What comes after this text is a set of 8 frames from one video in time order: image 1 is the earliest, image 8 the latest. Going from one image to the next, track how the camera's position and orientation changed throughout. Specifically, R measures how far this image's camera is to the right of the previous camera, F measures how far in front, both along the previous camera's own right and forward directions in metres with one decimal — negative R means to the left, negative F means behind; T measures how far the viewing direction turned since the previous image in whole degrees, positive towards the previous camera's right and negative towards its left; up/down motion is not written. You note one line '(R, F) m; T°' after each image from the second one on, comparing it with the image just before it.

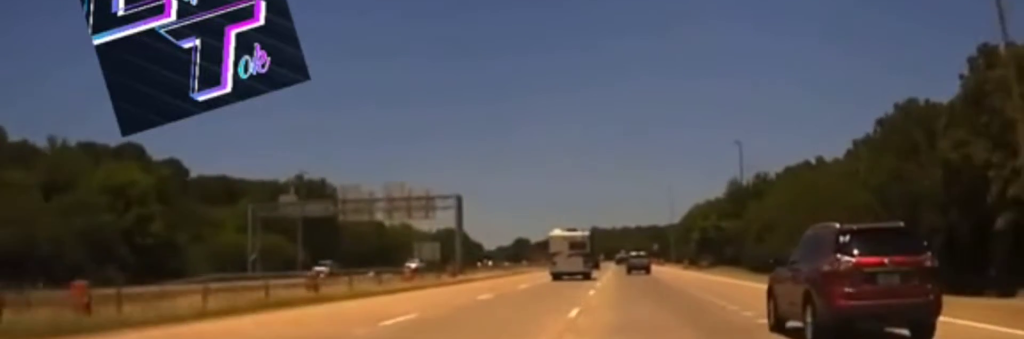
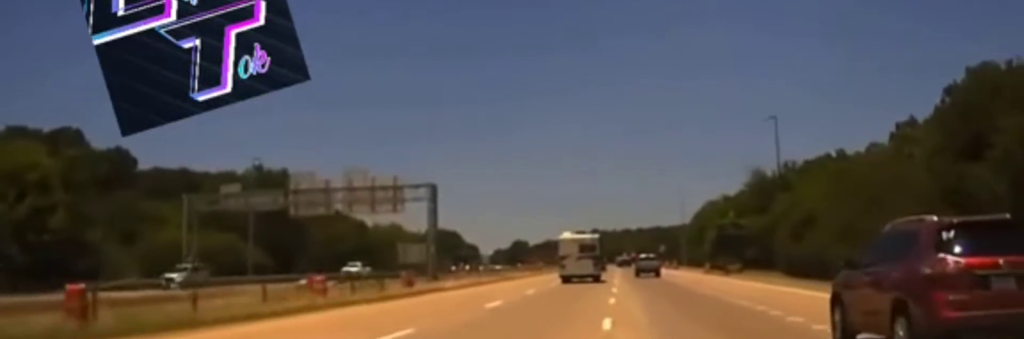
(0.0, +16.5) m; 0°
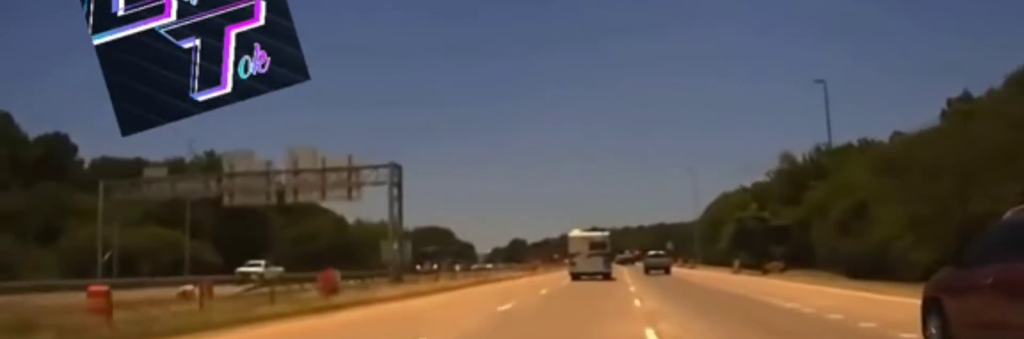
(0.0, +15.0) m; 0°
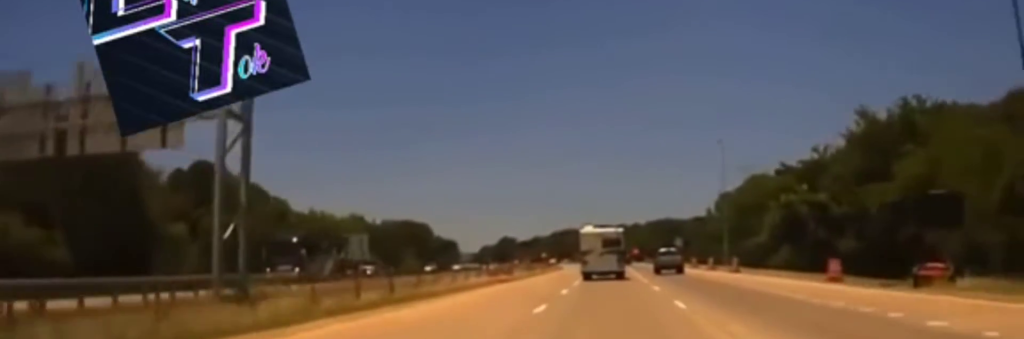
(0.0, +26.6) m; 0°
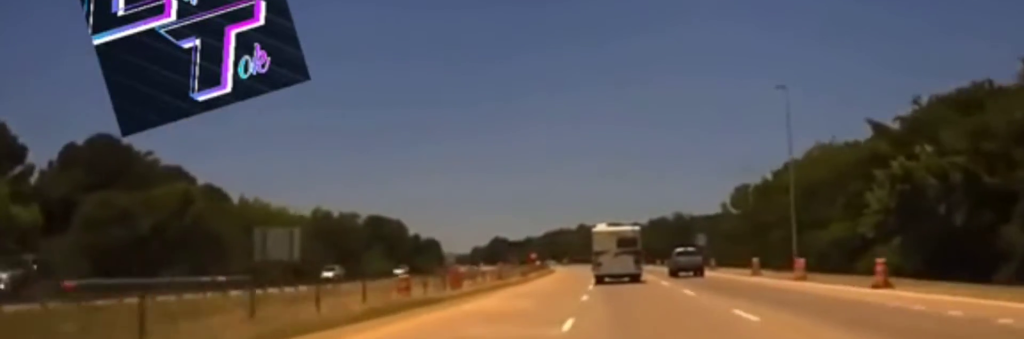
(+0.1, +28.2) m; 0°
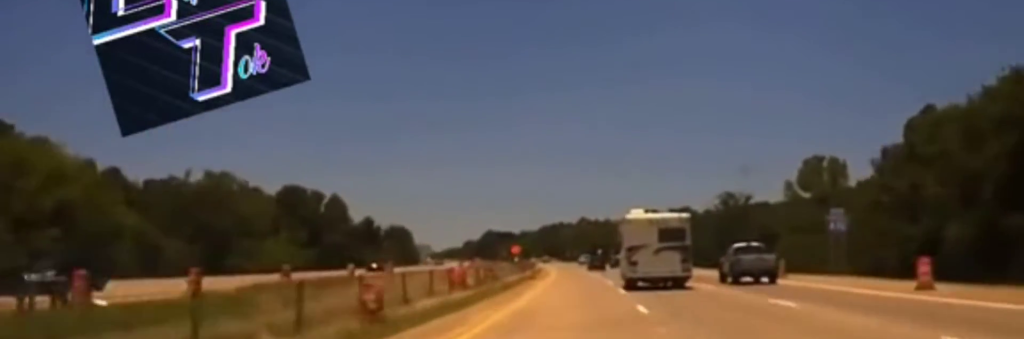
(+0.3, +49.0) m; 0°
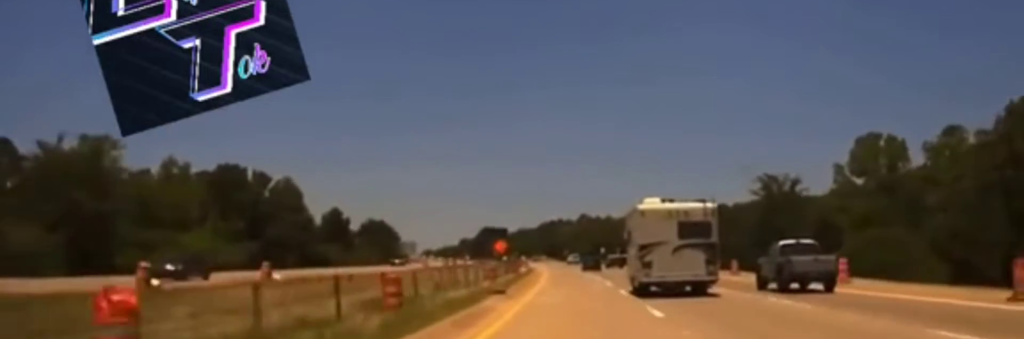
(0.0, +21.7) m; 0°
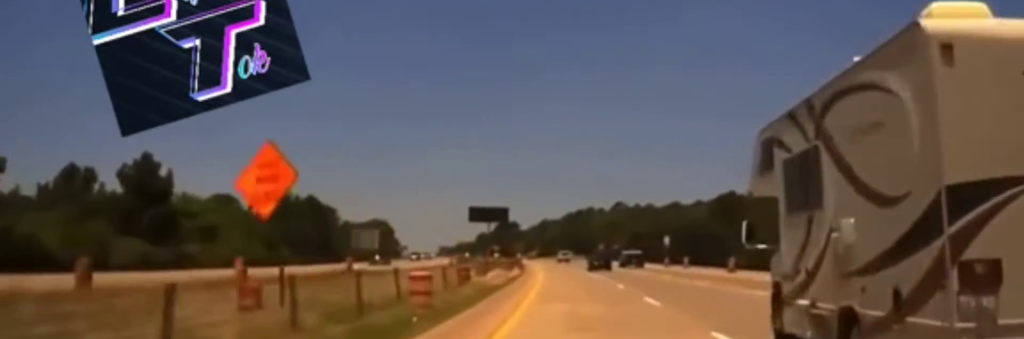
(-1.0, +80.2) m; -1°
